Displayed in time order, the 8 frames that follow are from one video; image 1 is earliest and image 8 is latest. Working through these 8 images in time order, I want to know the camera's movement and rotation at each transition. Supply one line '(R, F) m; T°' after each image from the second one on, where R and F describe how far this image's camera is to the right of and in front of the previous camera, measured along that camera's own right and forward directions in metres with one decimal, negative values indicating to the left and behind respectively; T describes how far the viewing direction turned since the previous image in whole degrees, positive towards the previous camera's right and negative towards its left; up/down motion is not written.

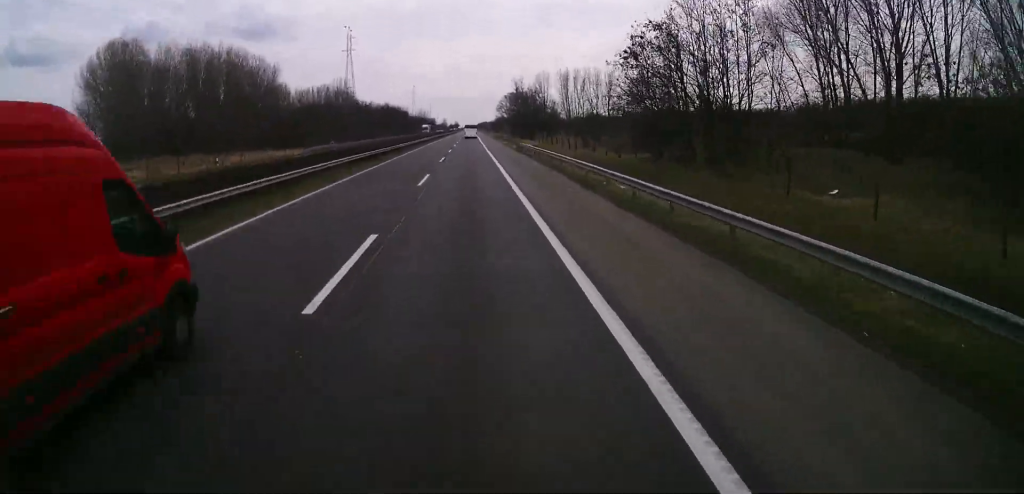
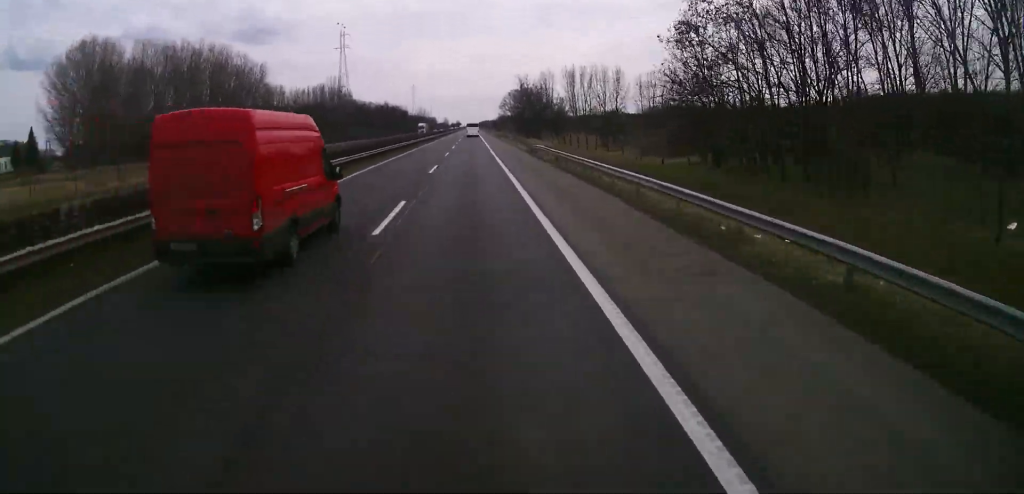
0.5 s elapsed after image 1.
(0.0, +12.3) m; 0°
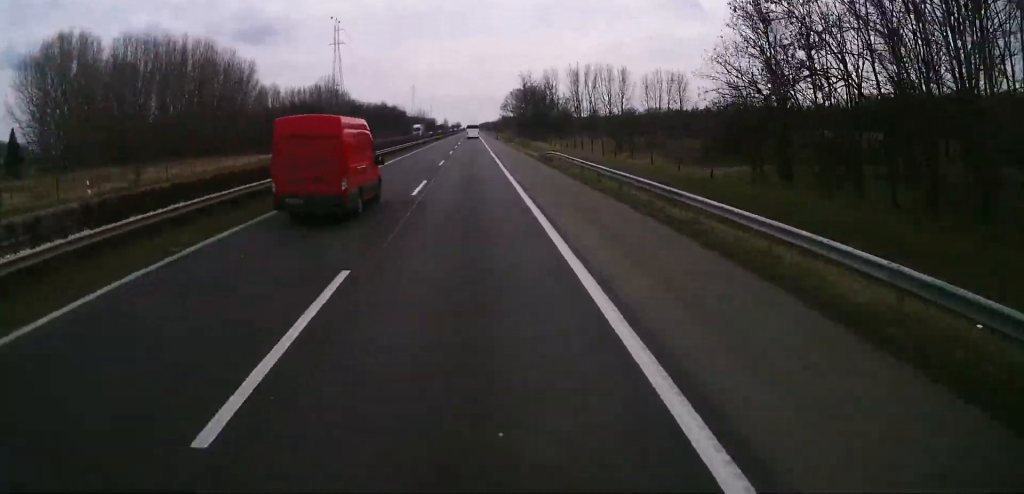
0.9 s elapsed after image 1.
(0.0, +9.2) m; 0°
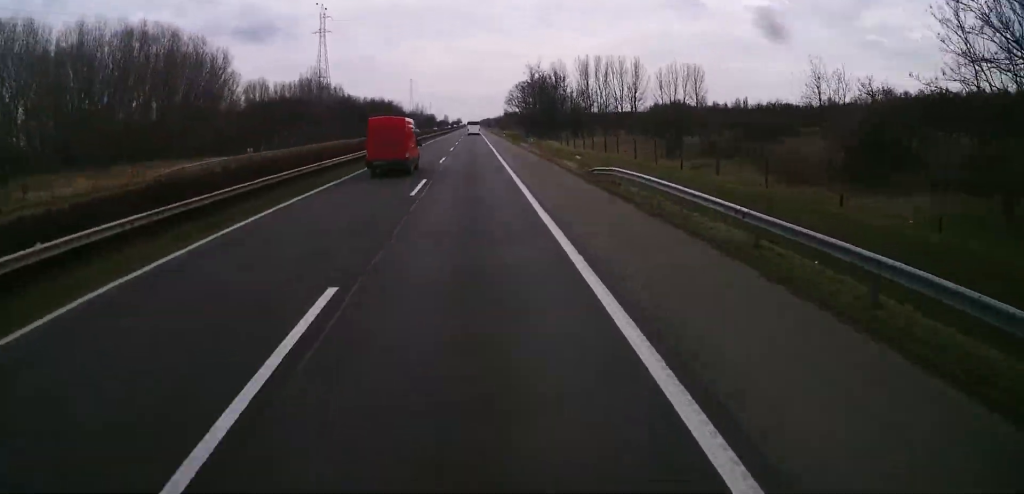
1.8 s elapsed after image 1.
(-0.1, +19.3) m; 0°
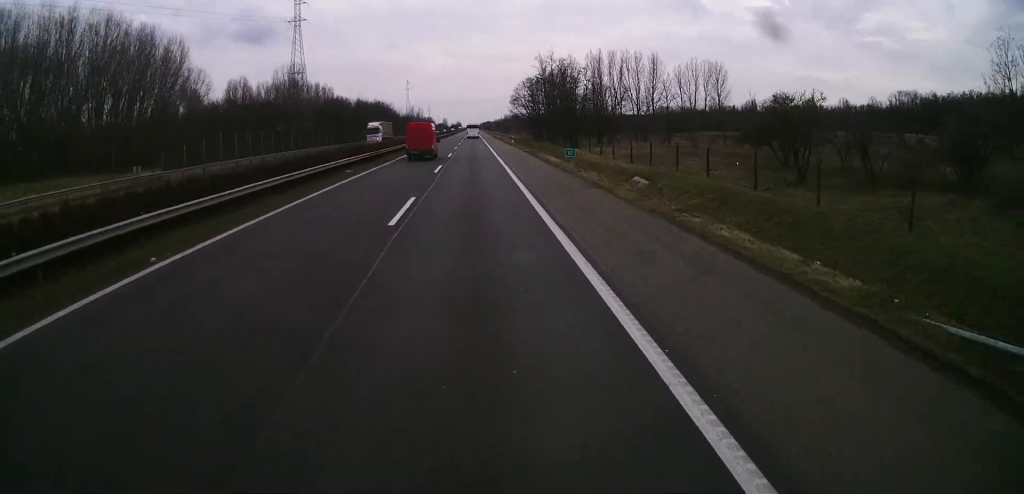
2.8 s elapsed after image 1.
(0.0, +24.0) m; -1°
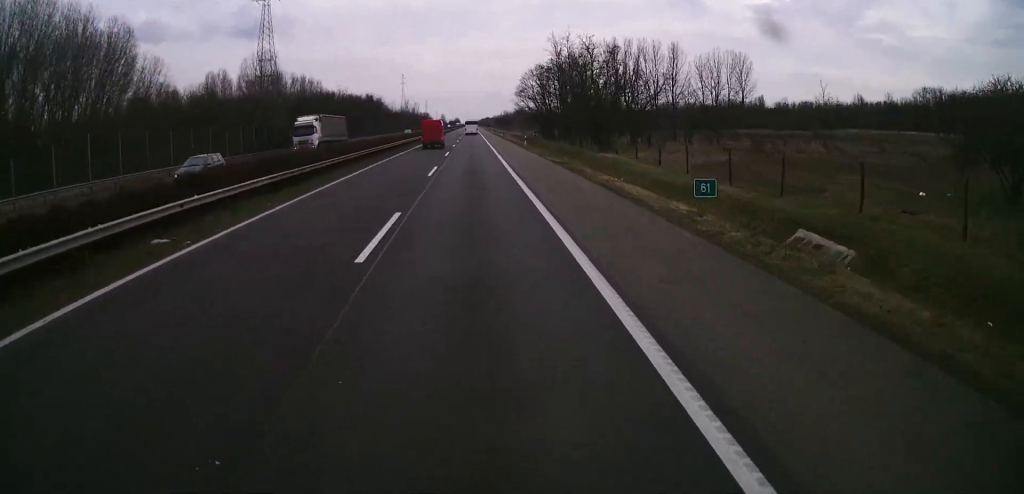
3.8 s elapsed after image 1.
(-0.2, +22.3) m; 0°
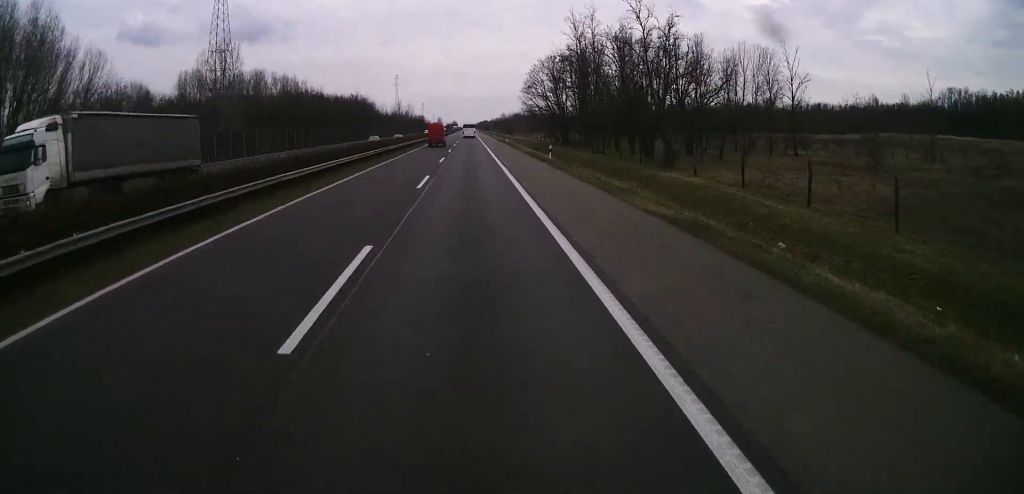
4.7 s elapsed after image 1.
(+0.1, +22.3) m; +1°
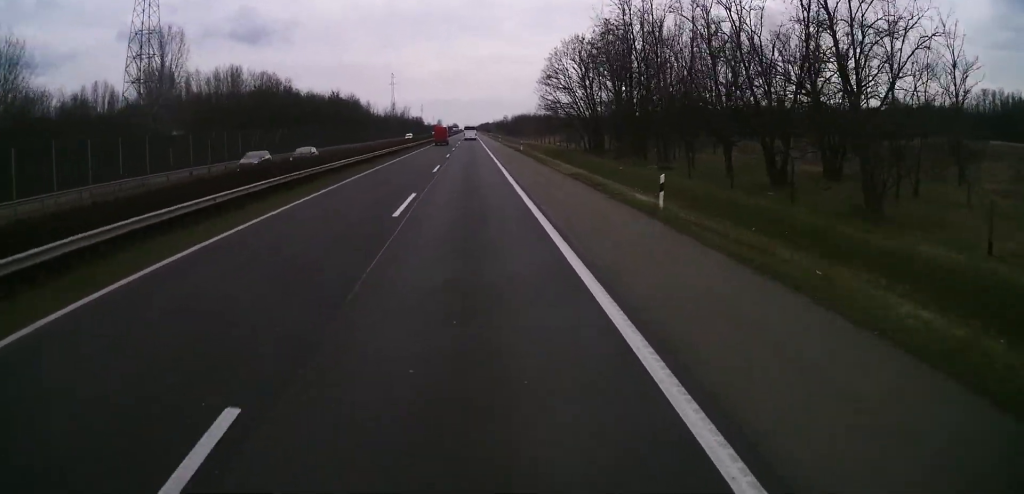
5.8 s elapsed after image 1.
(+0.1, +25.4) m; 0°
